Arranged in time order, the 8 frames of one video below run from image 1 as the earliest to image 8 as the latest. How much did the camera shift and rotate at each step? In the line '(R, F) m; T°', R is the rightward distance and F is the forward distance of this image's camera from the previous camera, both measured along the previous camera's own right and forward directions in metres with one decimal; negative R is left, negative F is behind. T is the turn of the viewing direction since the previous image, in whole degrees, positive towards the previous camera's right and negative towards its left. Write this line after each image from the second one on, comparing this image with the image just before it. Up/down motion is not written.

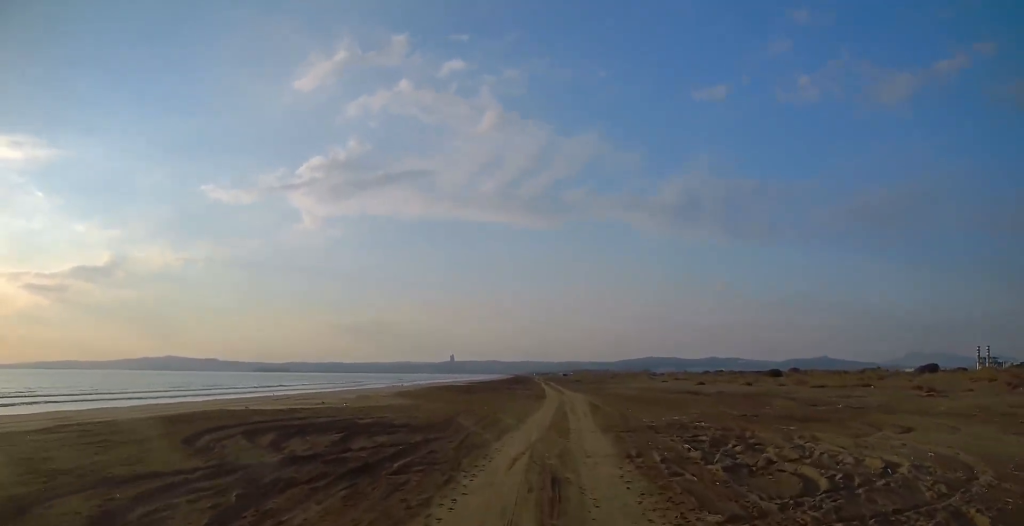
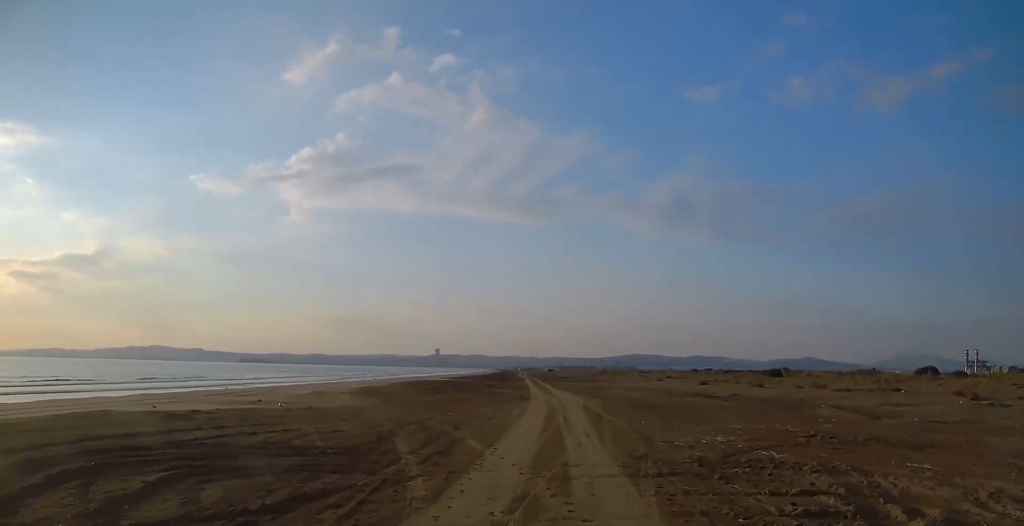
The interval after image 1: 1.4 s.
(+0.1, +7.2) m; +1°
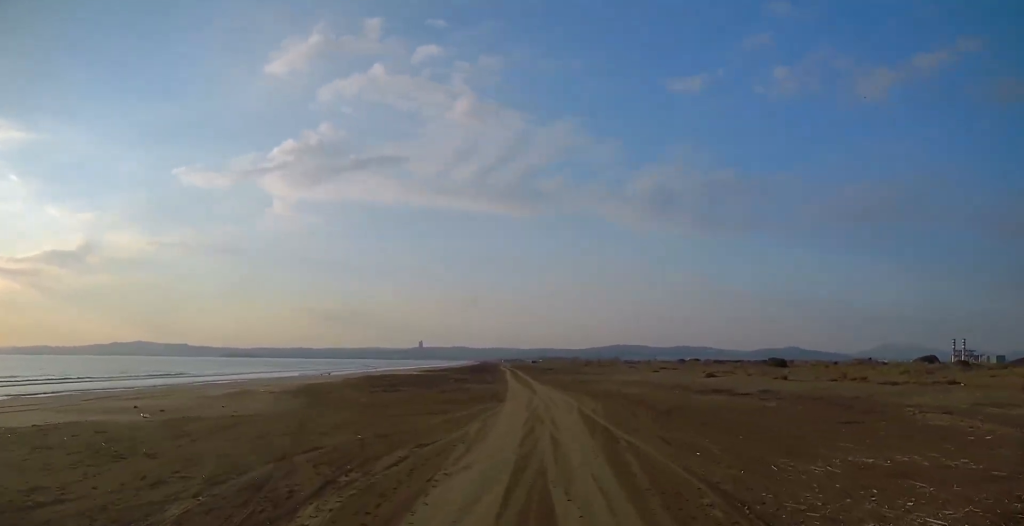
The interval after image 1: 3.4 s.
(+0.1, +10.0) m; 0°
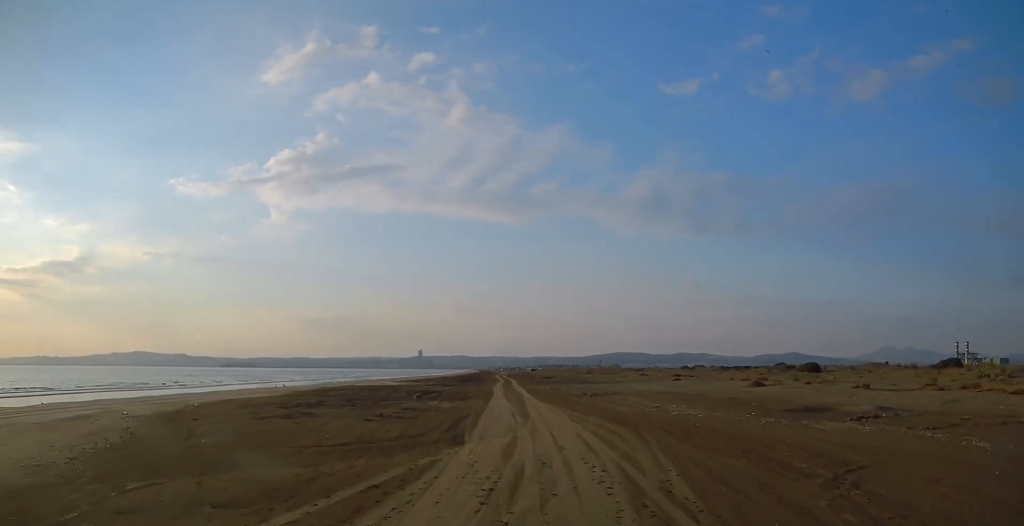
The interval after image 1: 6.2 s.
(0.0, +13.2) m; -1°
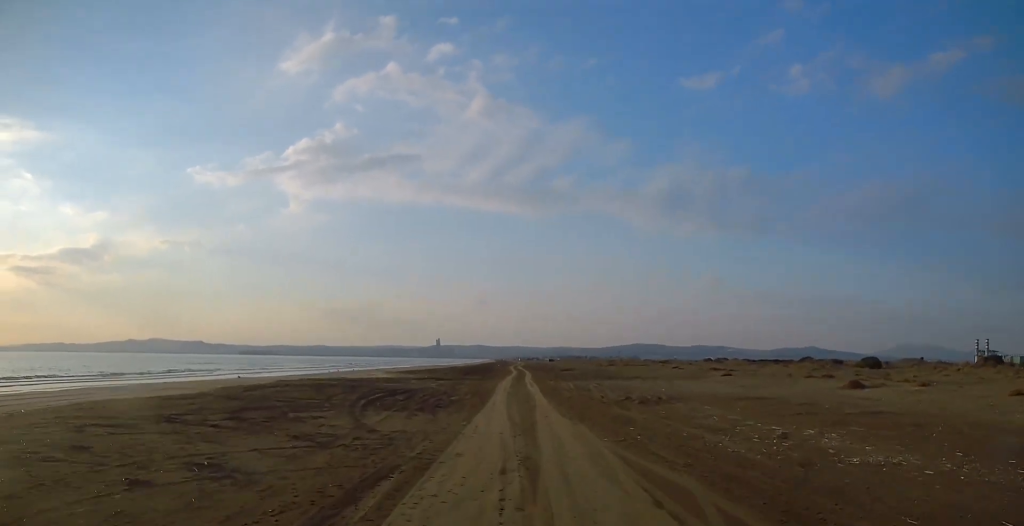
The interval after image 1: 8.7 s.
(-0.3, +11.8) m; -1°
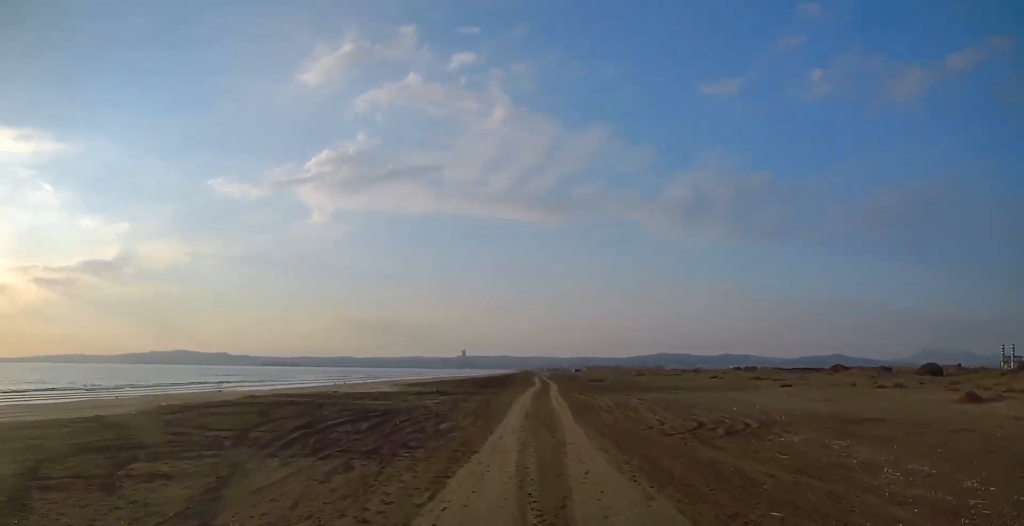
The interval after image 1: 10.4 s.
(+0.1, +7.0) m; 0°
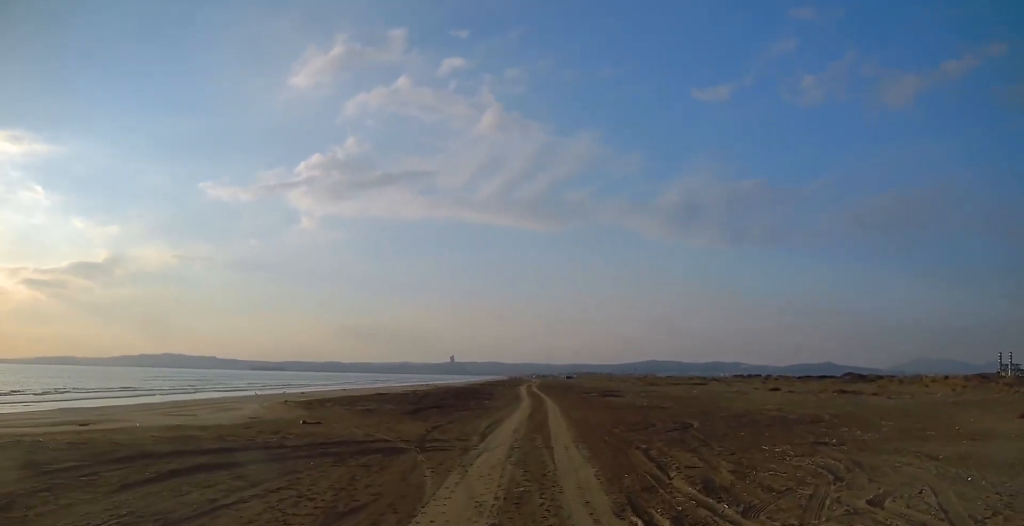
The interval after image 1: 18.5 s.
(-0.1, +26.6) m; +1°
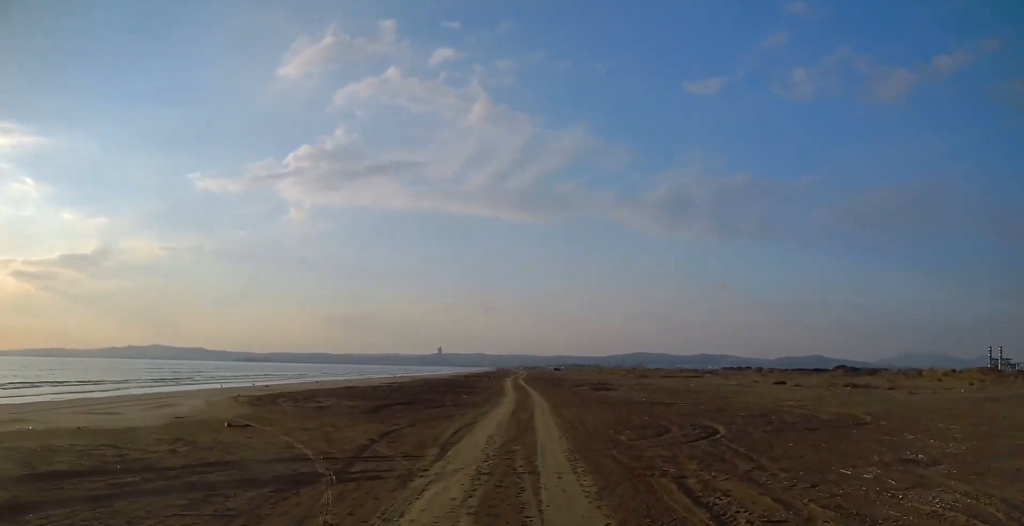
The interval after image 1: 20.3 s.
(-0.1, +4.9) m; +1°
